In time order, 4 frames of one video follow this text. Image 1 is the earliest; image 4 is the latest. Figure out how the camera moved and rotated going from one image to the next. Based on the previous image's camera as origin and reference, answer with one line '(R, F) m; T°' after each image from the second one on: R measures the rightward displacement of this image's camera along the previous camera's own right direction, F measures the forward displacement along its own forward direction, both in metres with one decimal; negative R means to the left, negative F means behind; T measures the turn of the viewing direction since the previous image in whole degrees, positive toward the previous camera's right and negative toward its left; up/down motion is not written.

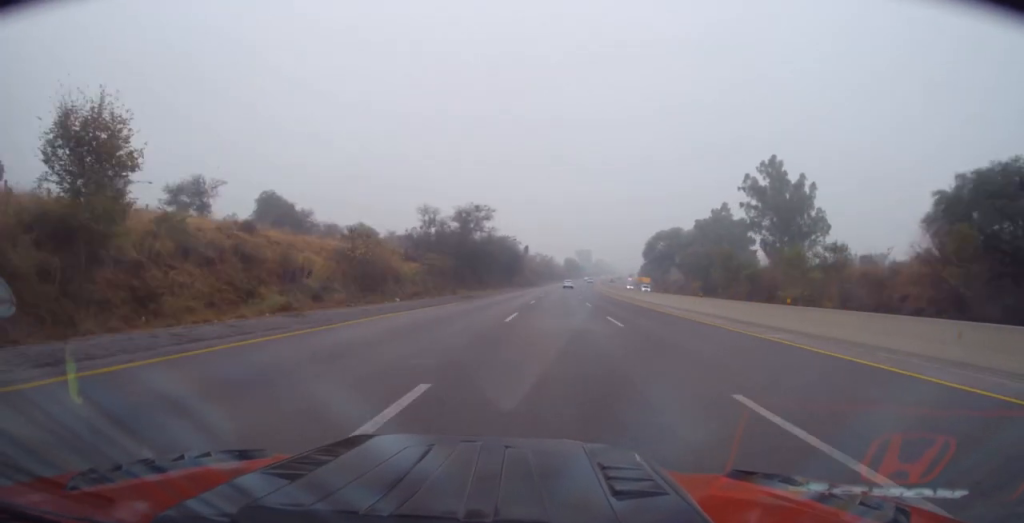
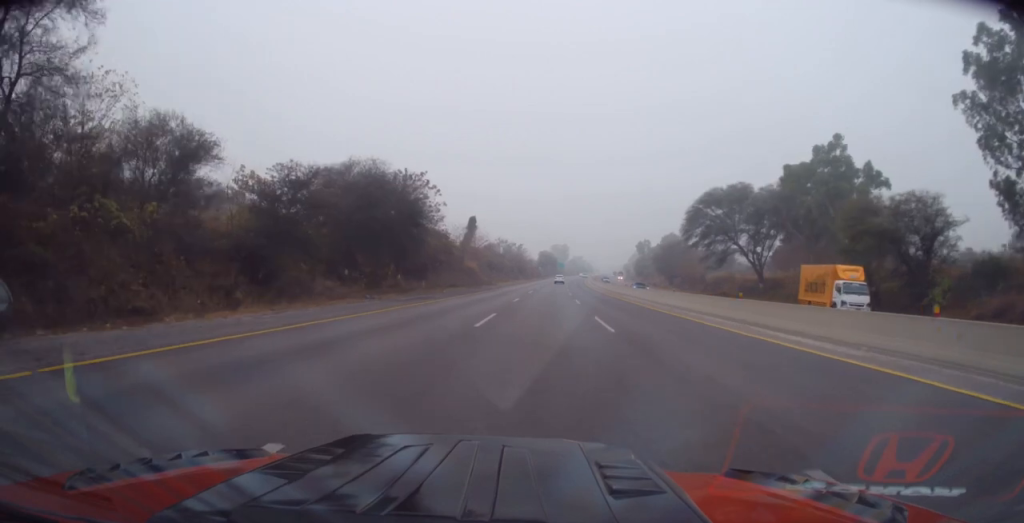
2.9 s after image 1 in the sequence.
(+1.0, +74.6) m; +2°
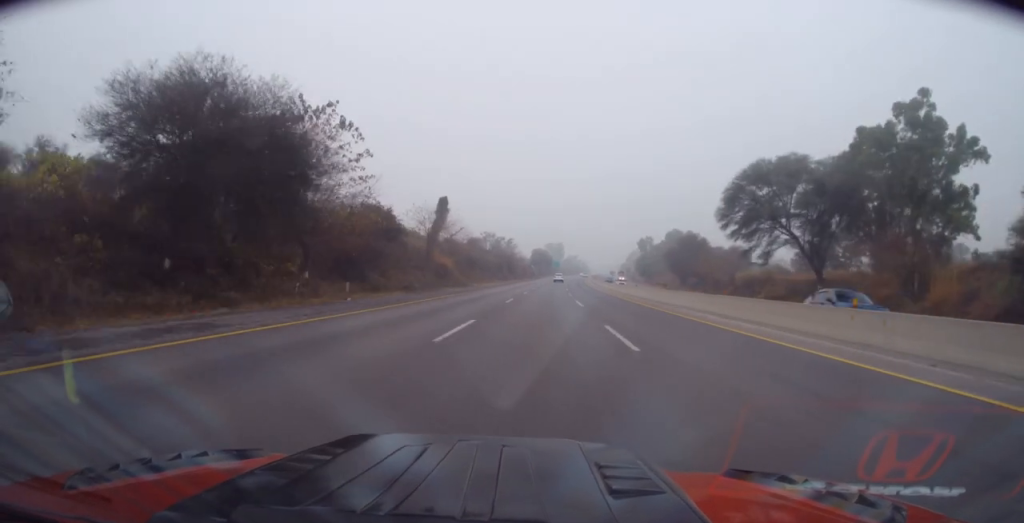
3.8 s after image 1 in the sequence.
(0.0, +22.8) m; 0°
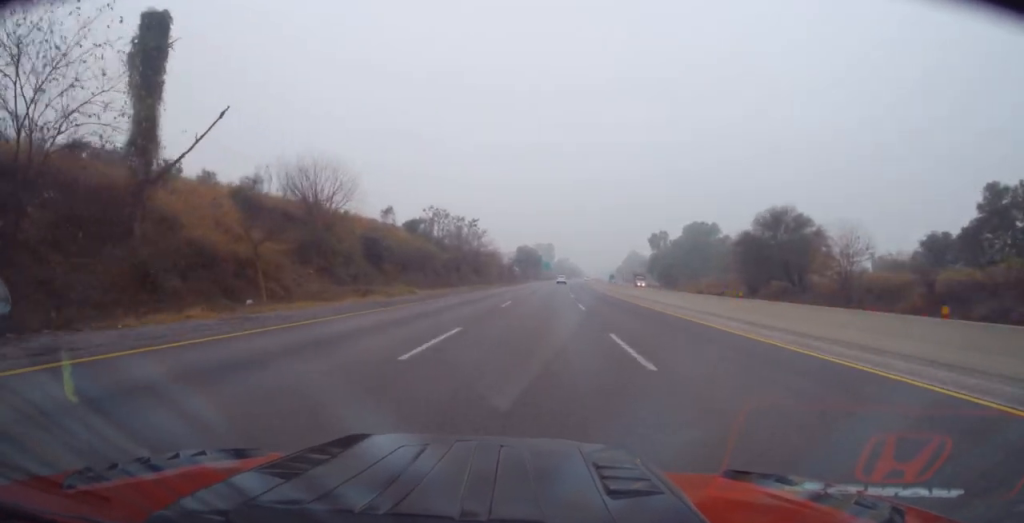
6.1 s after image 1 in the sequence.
(+0.9, +55.7) m; 0°
